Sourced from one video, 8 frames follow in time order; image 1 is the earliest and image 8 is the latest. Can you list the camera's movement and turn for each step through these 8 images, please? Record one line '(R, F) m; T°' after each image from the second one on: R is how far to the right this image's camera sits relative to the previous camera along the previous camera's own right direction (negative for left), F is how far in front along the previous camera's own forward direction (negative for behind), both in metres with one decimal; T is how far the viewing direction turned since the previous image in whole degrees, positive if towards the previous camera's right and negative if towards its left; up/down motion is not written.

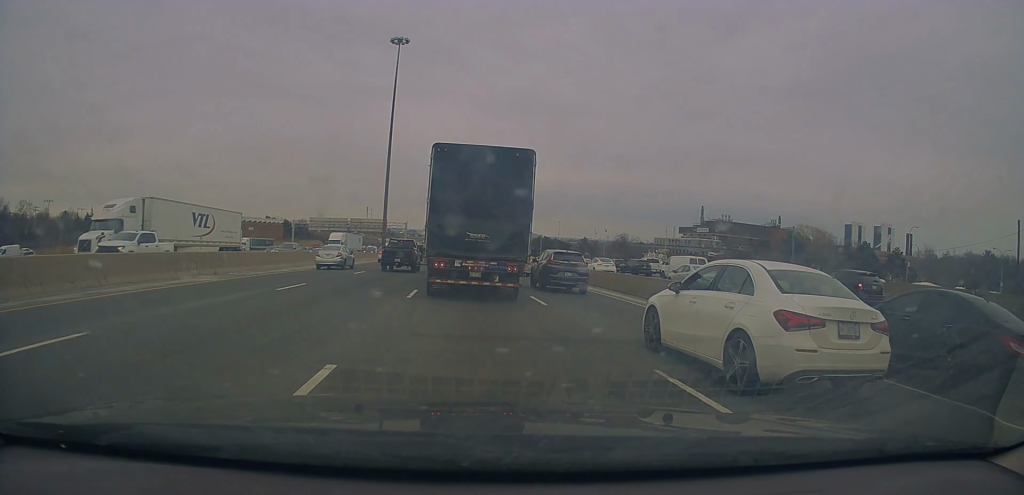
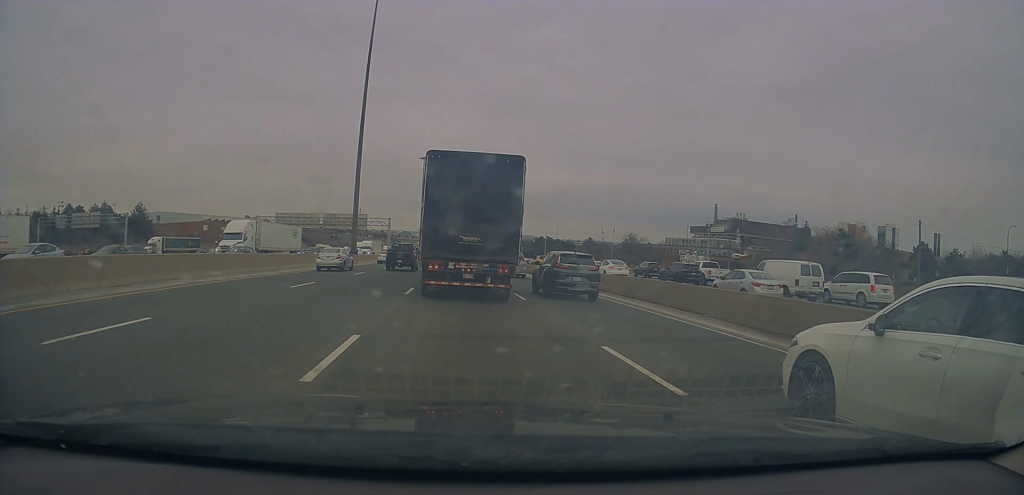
(-0.1, +22.1) m; 0°
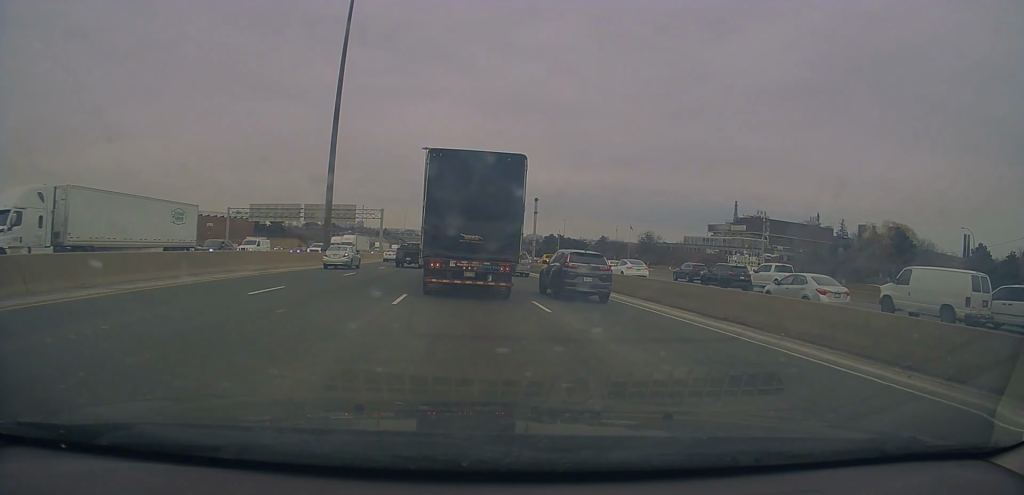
(+0.6, +15.1) m; +2°
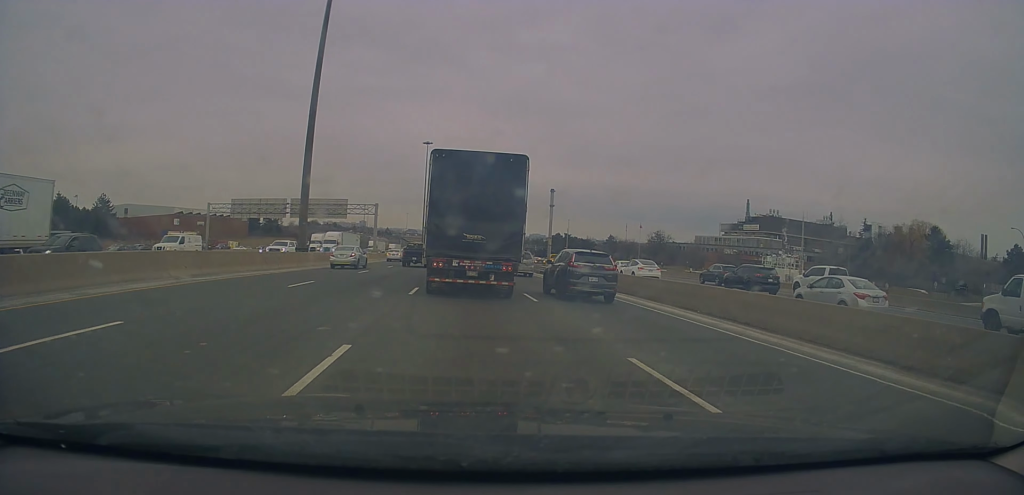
(0.0, +8.5) m; -2°
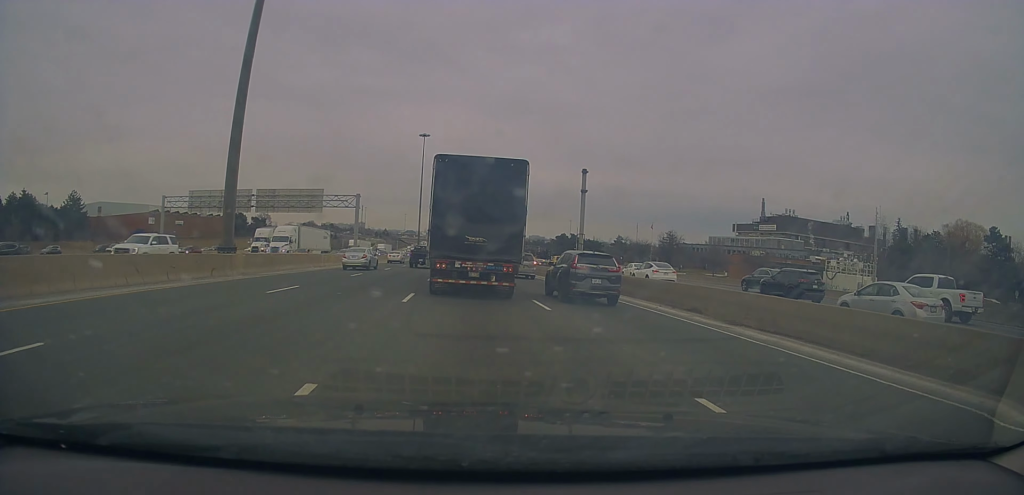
(-0.5, +13.5) m; 0°
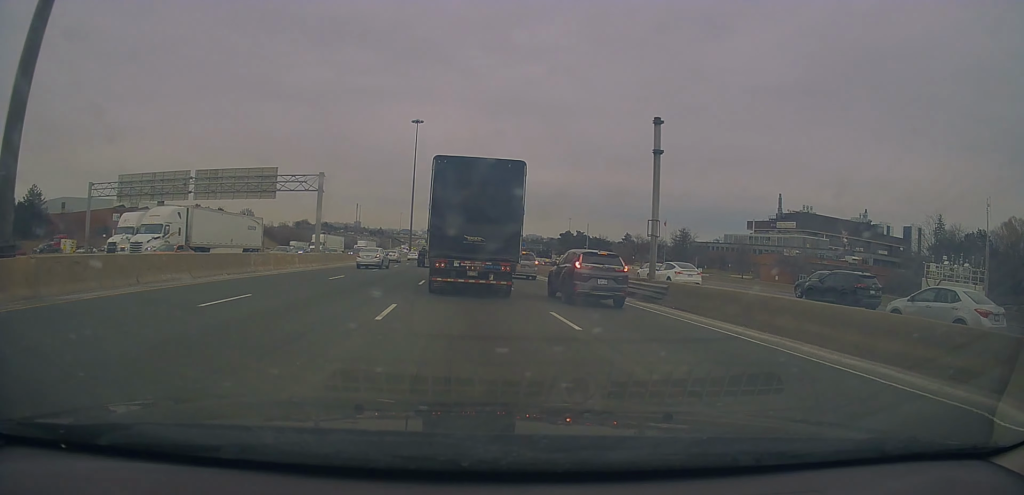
(+0.6, +15.5) m; +2°
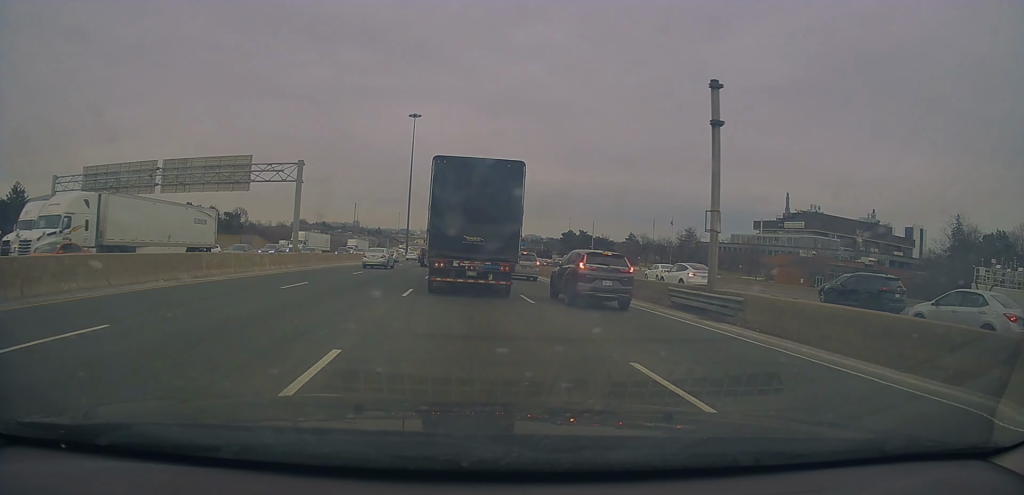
(-0.2, +5.8) m; -1°
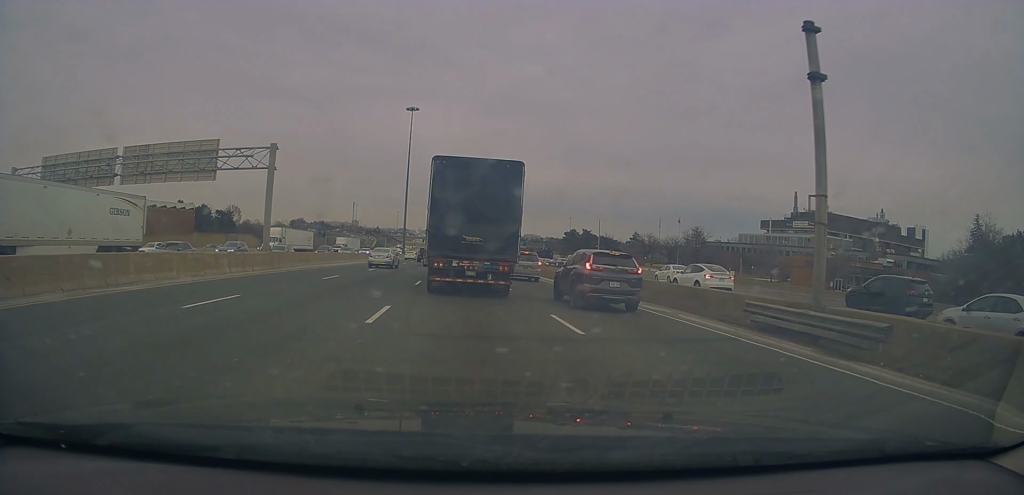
(-0.1, +5.9) m; -1°
